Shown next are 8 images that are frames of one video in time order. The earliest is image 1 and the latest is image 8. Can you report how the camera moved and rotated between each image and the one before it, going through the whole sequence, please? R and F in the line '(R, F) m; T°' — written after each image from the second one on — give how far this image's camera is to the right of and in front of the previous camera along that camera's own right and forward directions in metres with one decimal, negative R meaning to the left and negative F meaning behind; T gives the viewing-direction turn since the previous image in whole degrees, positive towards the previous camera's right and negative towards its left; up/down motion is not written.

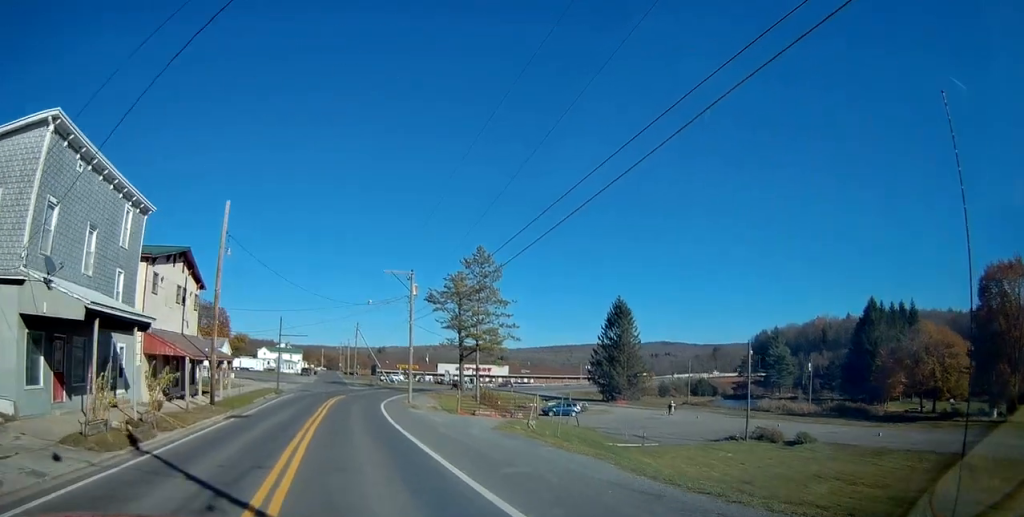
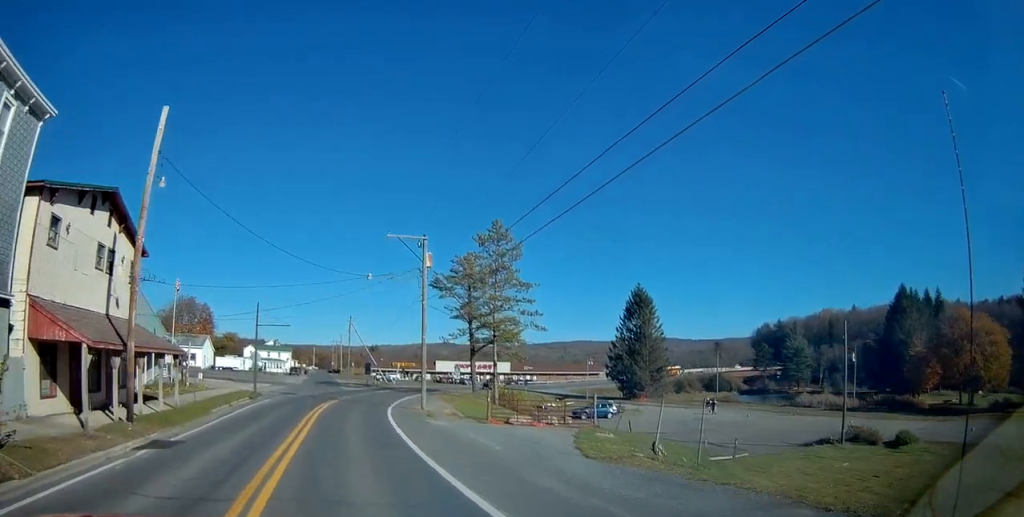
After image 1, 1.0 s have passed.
(0.0, +10.9) m; +1°
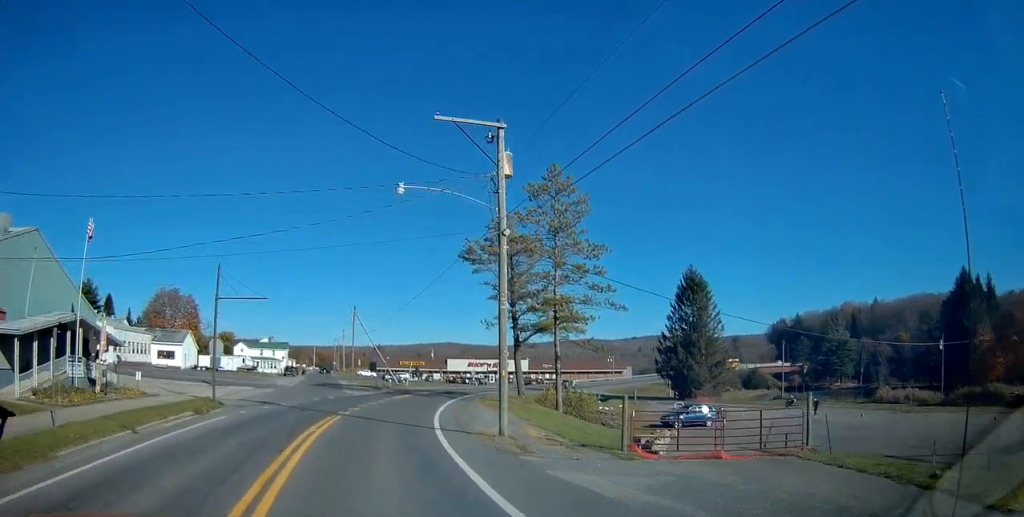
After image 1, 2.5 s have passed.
(+0.2, +15.8) m; +1°
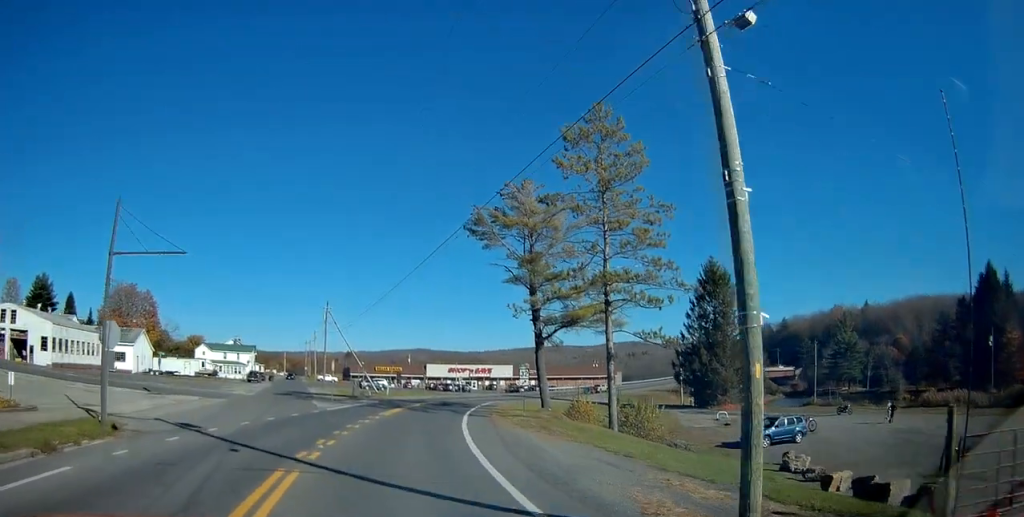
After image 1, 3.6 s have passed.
(0.0, +12.2) m; +2°
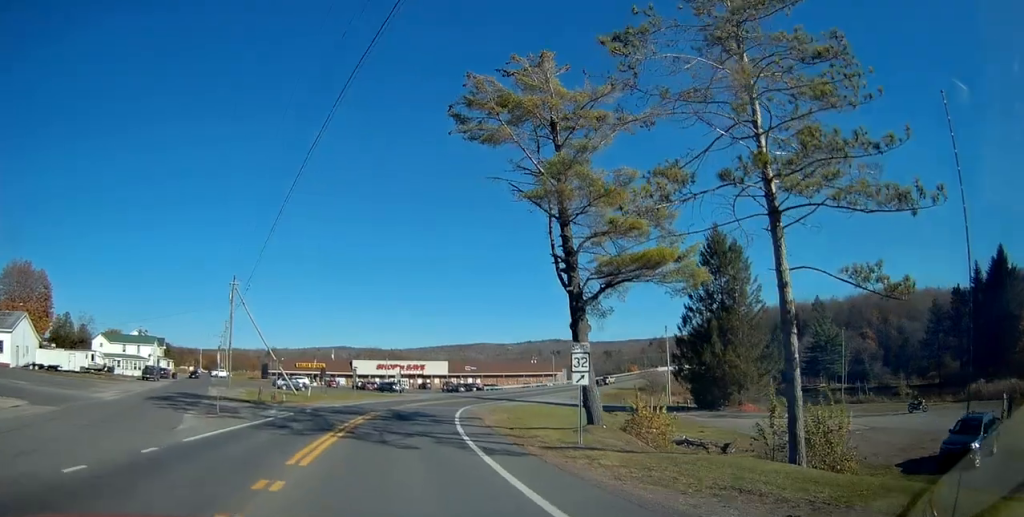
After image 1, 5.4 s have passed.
(+1.3, +17.9) m; +8°
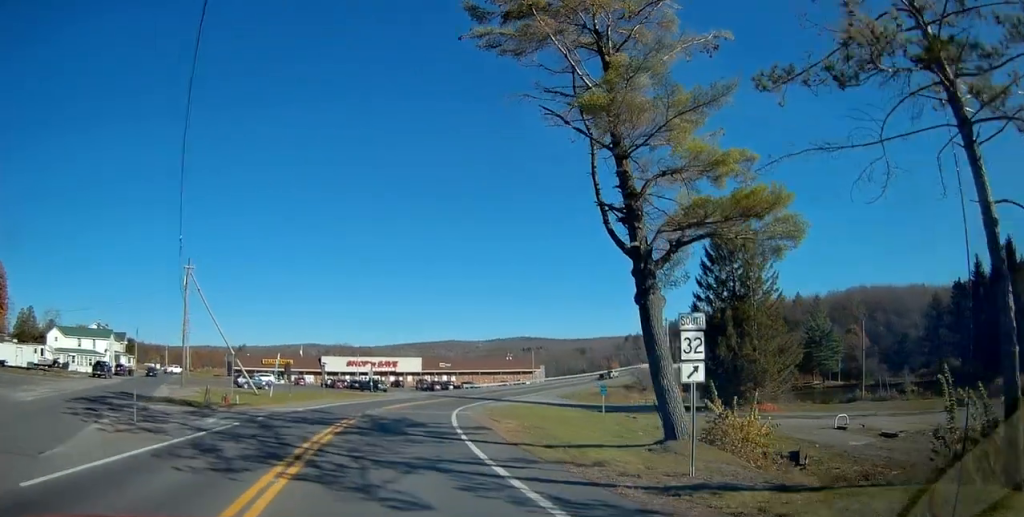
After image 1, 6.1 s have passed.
(+0.2, +7.5) m; +3°
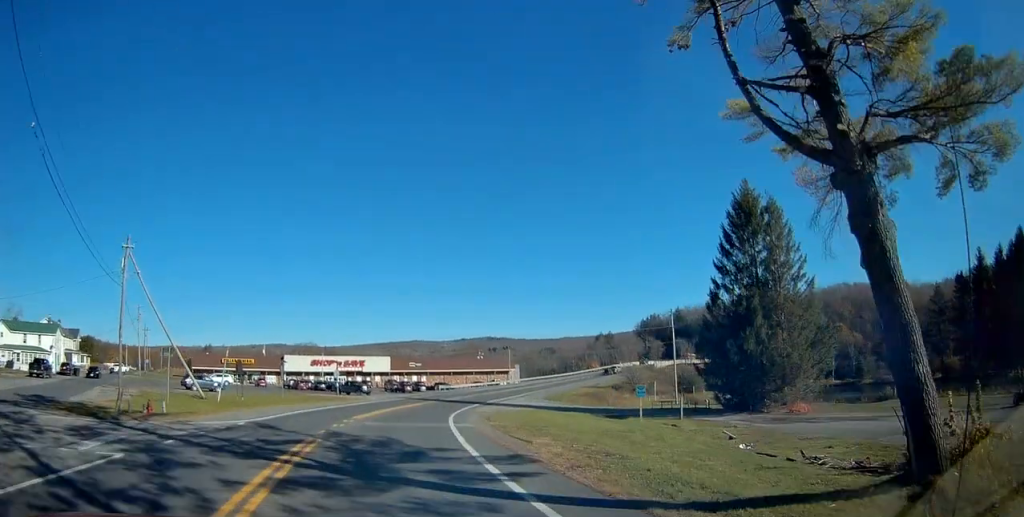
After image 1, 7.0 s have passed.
(+0.2, +9.0) m; +3°
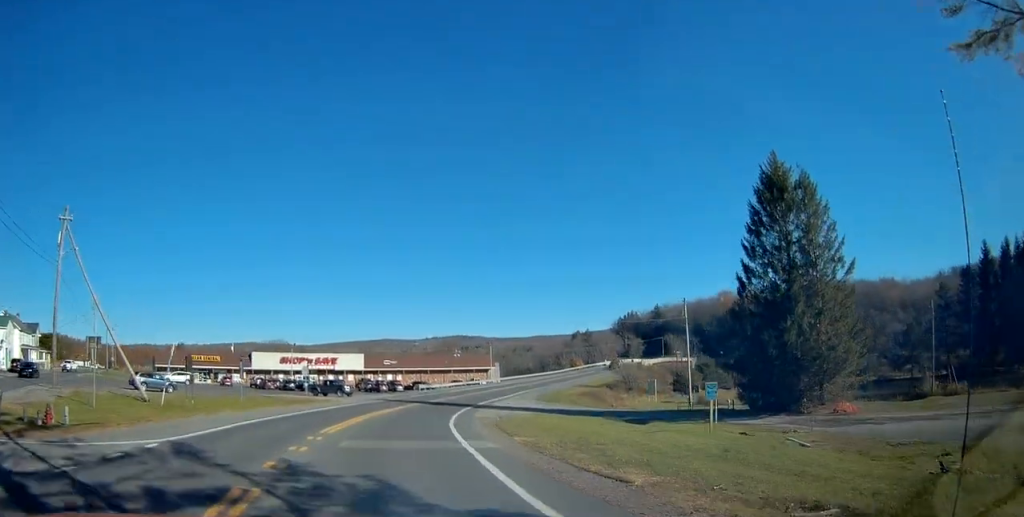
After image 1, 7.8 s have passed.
(+0.3, +8.0) m; +3°
